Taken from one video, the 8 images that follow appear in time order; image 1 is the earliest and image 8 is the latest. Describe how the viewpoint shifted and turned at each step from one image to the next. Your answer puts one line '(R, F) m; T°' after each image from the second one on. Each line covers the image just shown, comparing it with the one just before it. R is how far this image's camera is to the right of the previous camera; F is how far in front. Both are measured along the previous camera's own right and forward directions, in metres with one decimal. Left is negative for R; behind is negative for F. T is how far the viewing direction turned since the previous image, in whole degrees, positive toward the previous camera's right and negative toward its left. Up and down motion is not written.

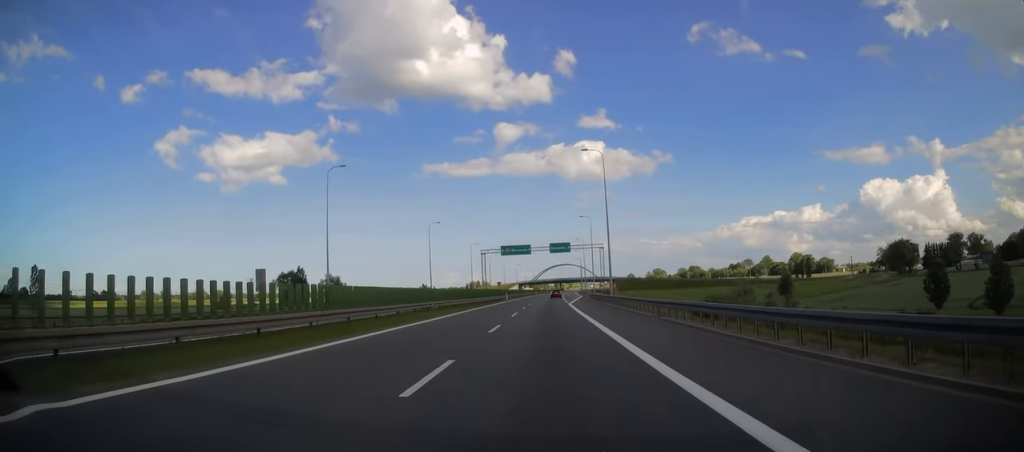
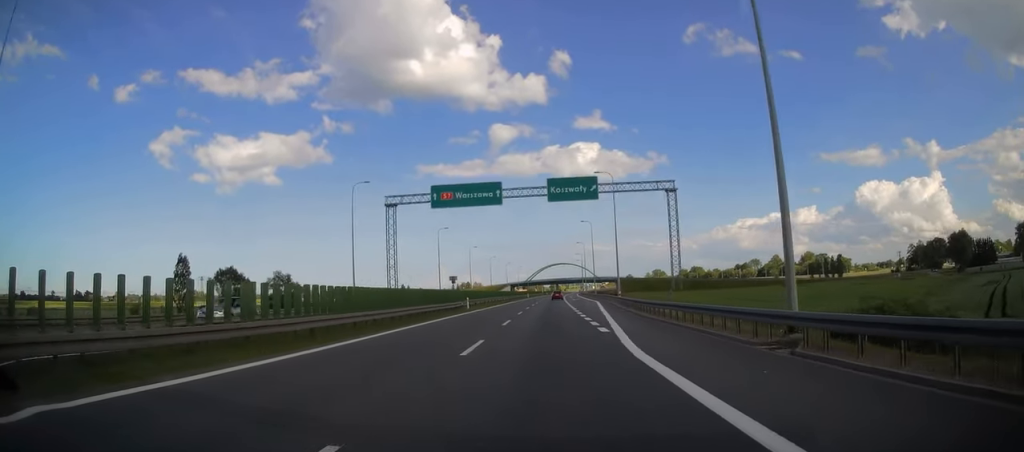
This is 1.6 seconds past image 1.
(+0.2, +42.3) m; +1°
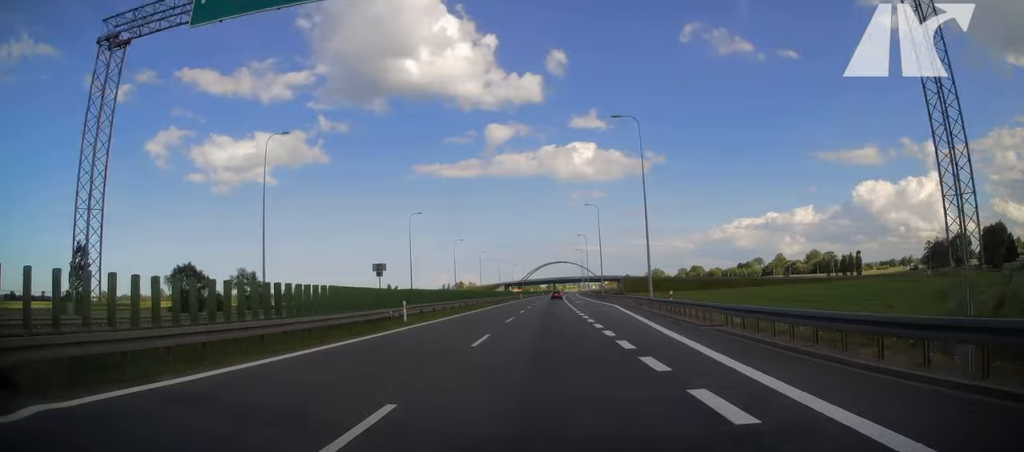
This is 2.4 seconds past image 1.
(+0.2, +21.8) m; +1°
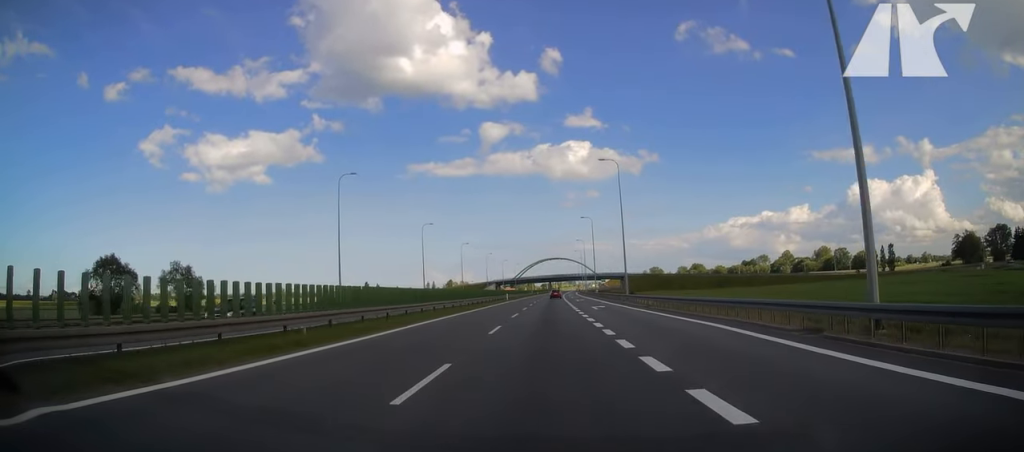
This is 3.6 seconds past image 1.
(+0.3, +31.7) m; 0°
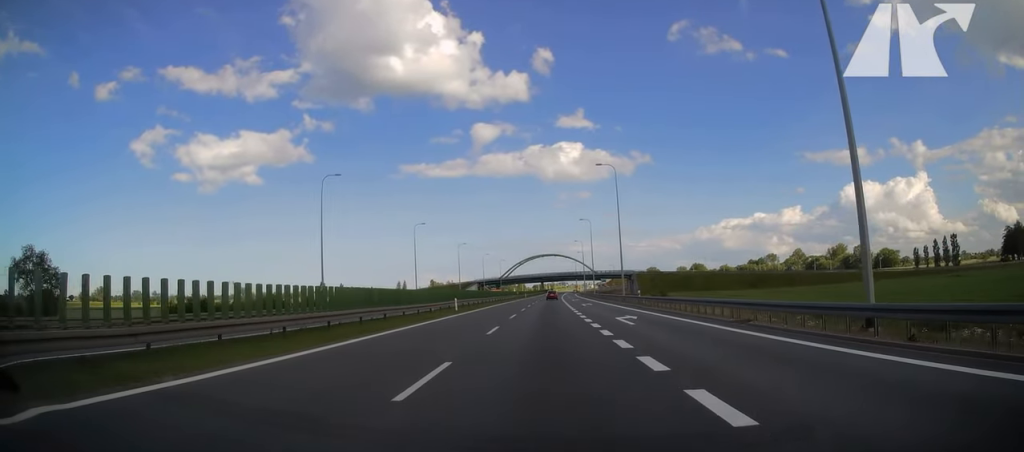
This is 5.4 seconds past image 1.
(+0.1, +47.7) m; +1°
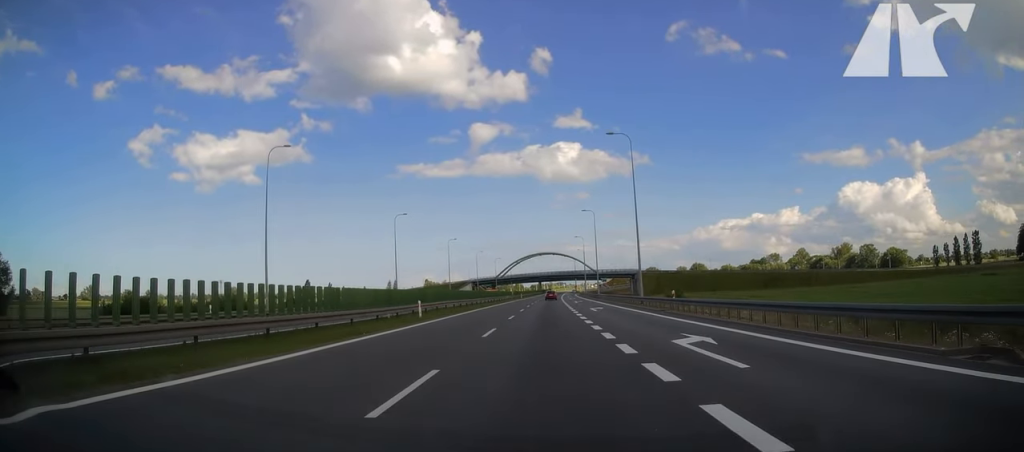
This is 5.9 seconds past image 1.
(+0.2, +12.9) m; 0°
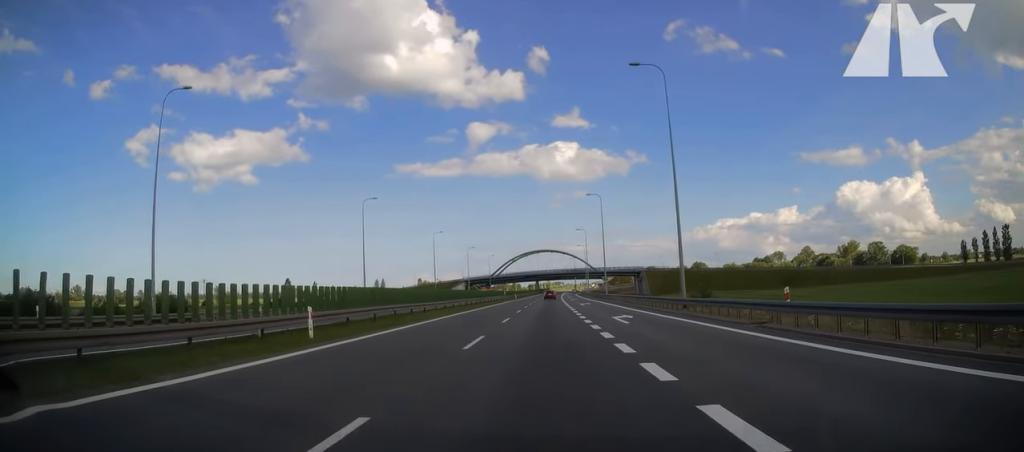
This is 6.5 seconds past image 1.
(-0.1, +16.0) m; 0°
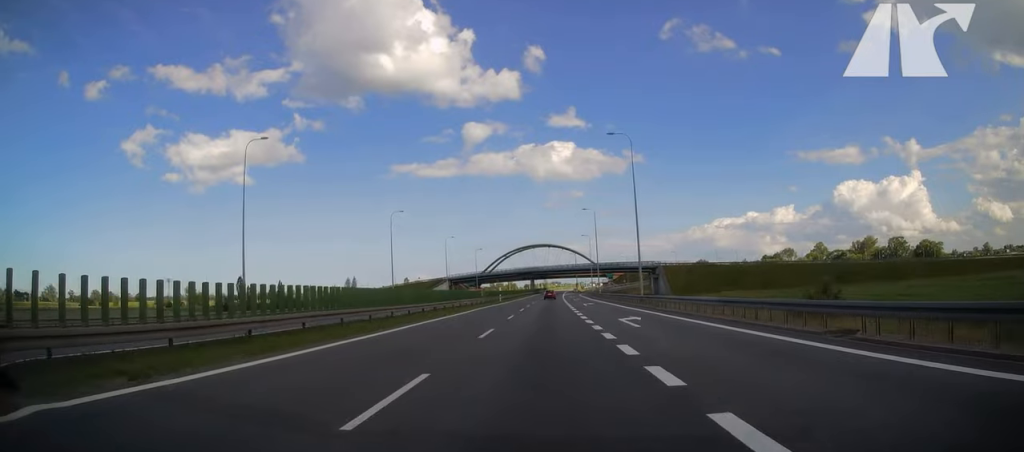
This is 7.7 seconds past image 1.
(+0.1, +32.5) m; +1°
